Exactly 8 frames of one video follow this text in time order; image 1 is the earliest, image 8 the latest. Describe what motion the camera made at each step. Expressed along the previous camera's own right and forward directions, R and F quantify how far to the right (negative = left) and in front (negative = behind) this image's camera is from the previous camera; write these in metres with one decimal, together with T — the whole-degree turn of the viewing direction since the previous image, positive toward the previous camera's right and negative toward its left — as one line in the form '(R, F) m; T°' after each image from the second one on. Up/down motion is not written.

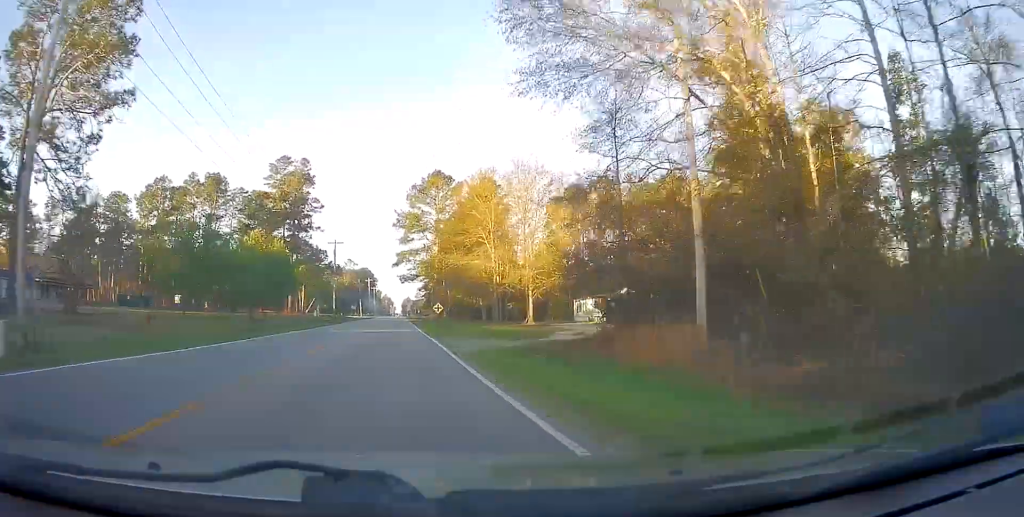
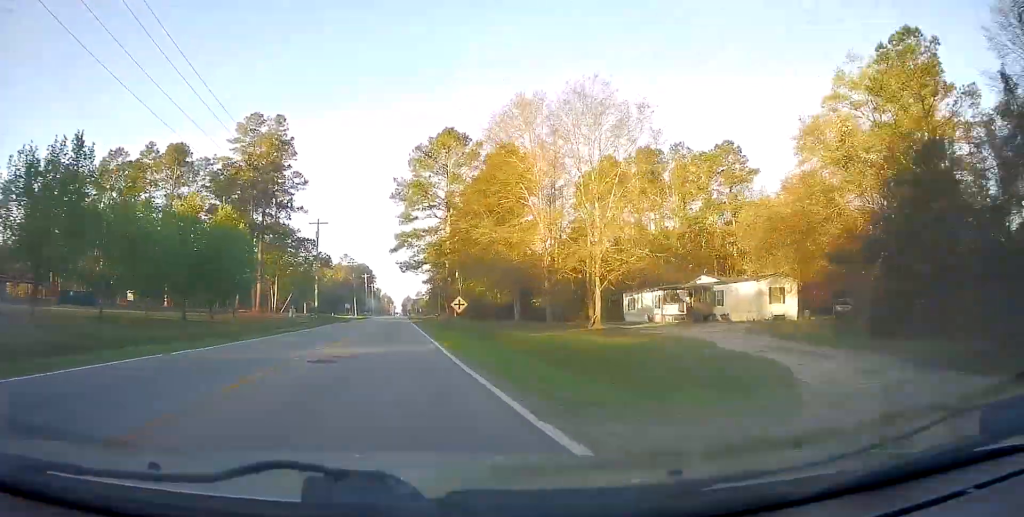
(-0.1, +19.3) m; 0°
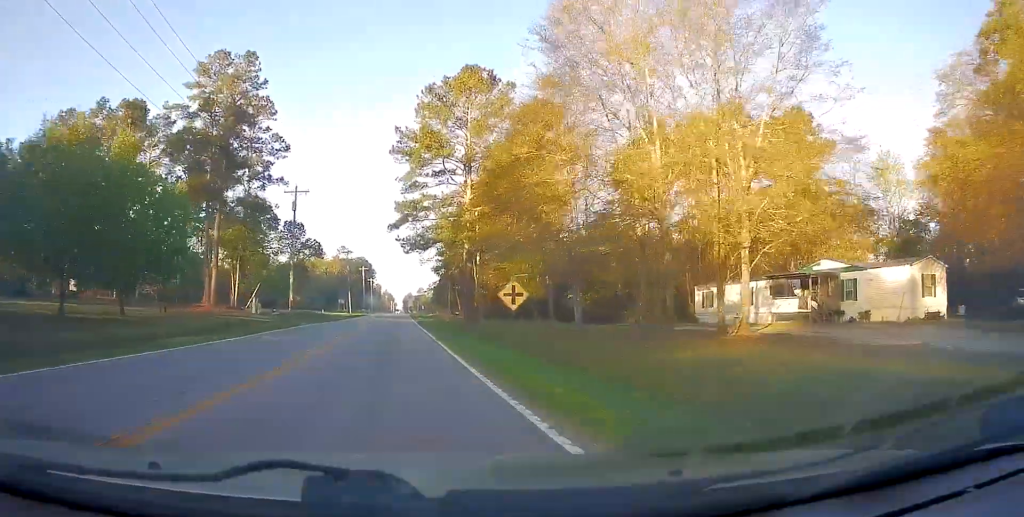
(+0.3, +16.9) m; +1°
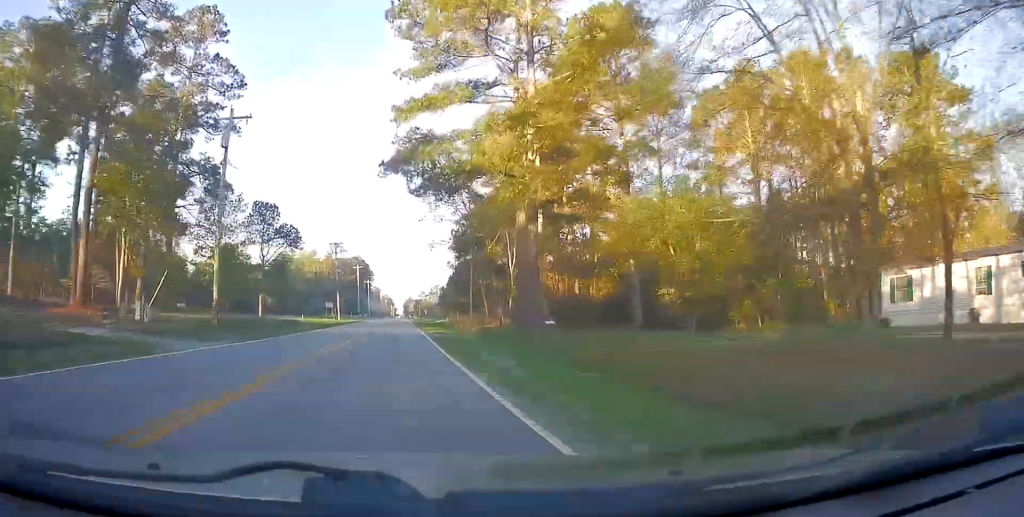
(+0.1, +22.5) m; 0°
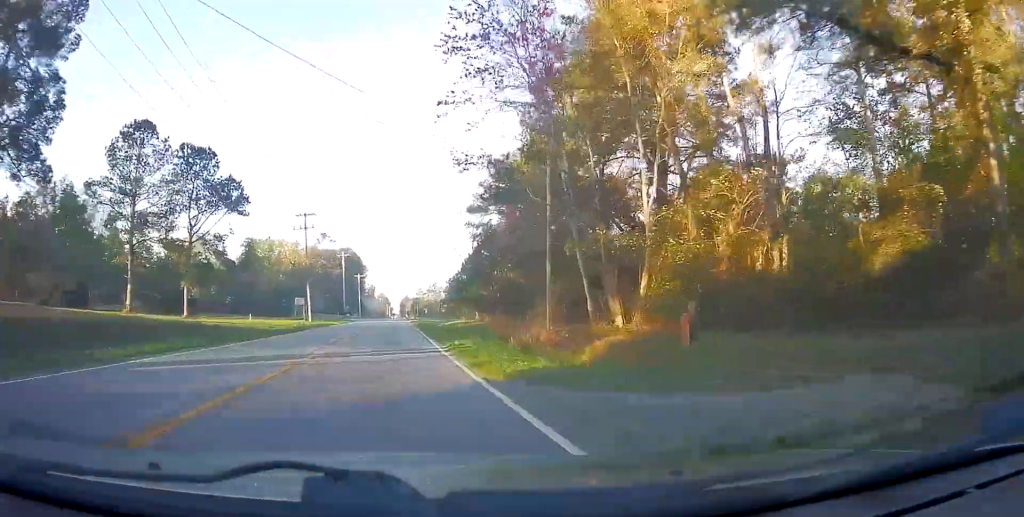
(-0.1, +27.6) m; -1°
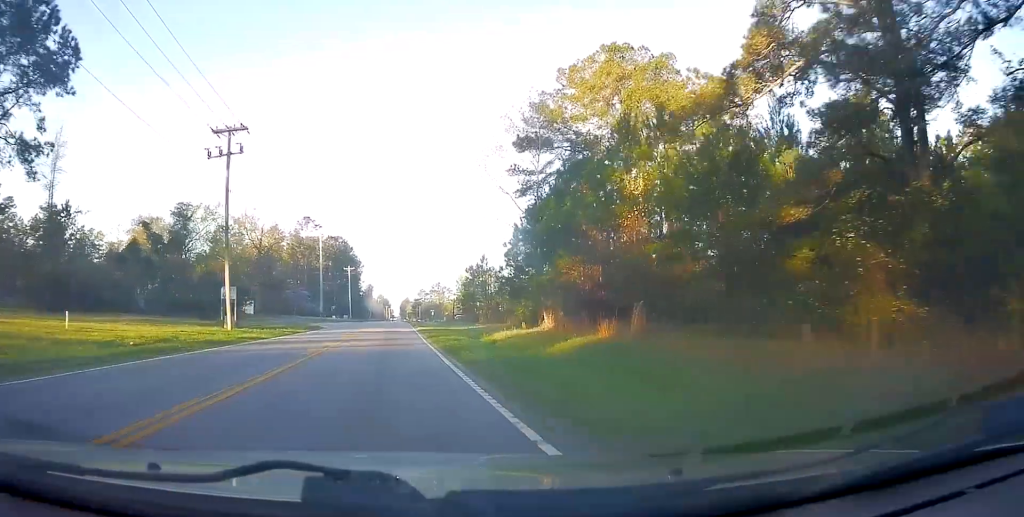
(-0.3, +32.3) m; 0°
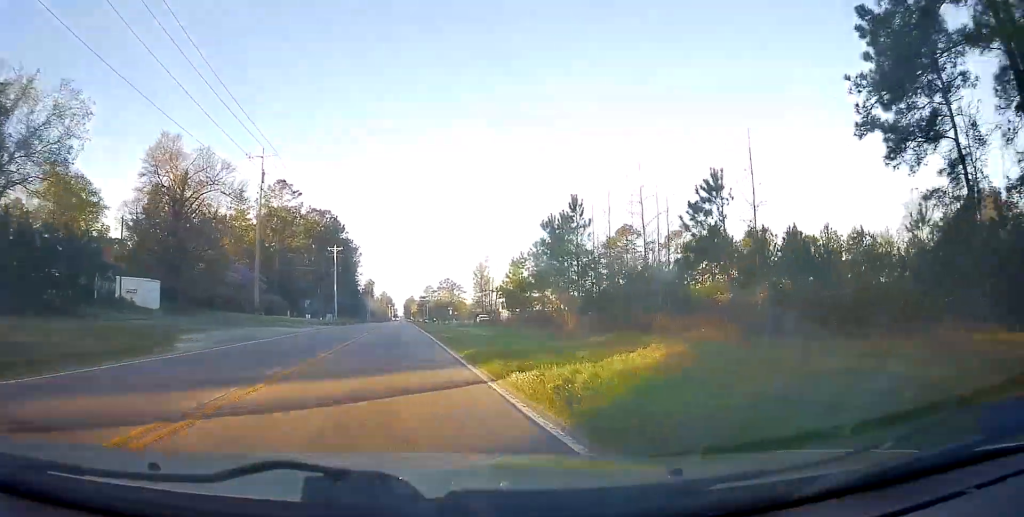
(+0.7, +38.1) m; +1°
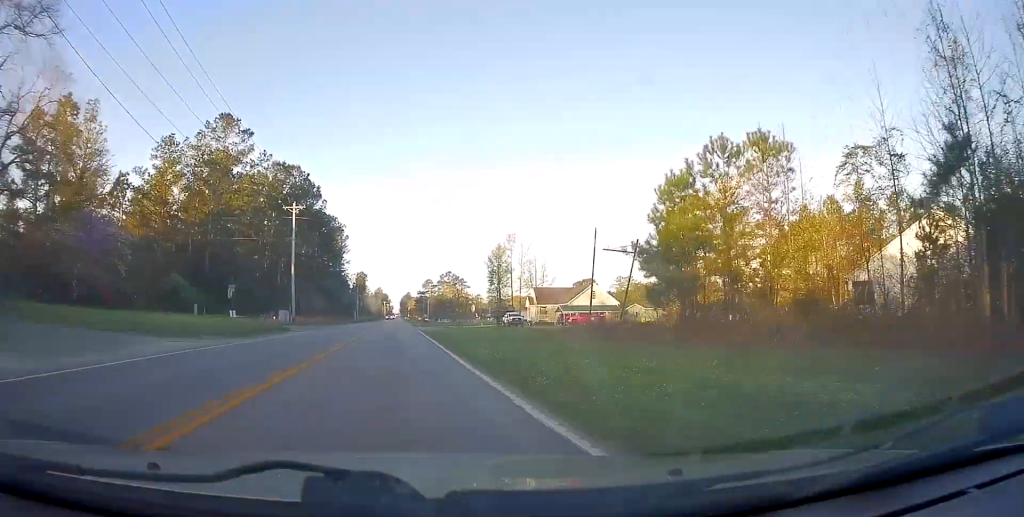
(-0.8, +35.3) m; -2°
